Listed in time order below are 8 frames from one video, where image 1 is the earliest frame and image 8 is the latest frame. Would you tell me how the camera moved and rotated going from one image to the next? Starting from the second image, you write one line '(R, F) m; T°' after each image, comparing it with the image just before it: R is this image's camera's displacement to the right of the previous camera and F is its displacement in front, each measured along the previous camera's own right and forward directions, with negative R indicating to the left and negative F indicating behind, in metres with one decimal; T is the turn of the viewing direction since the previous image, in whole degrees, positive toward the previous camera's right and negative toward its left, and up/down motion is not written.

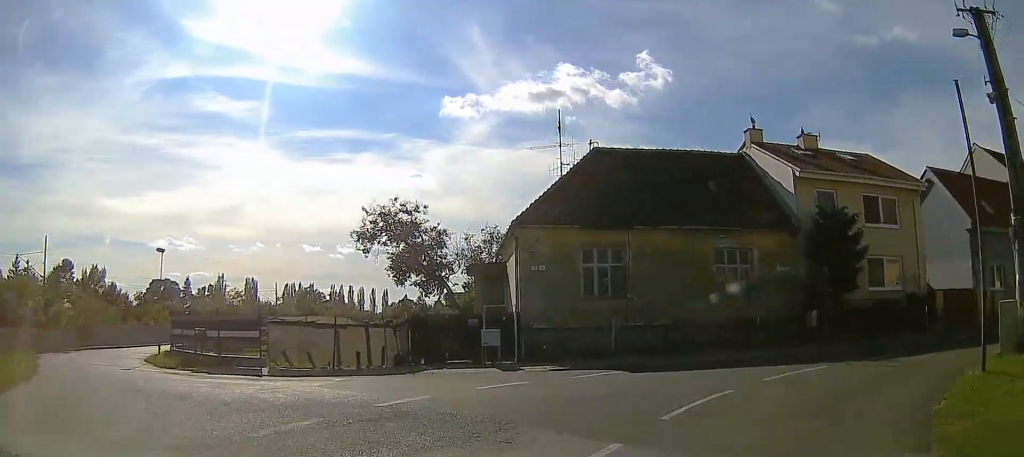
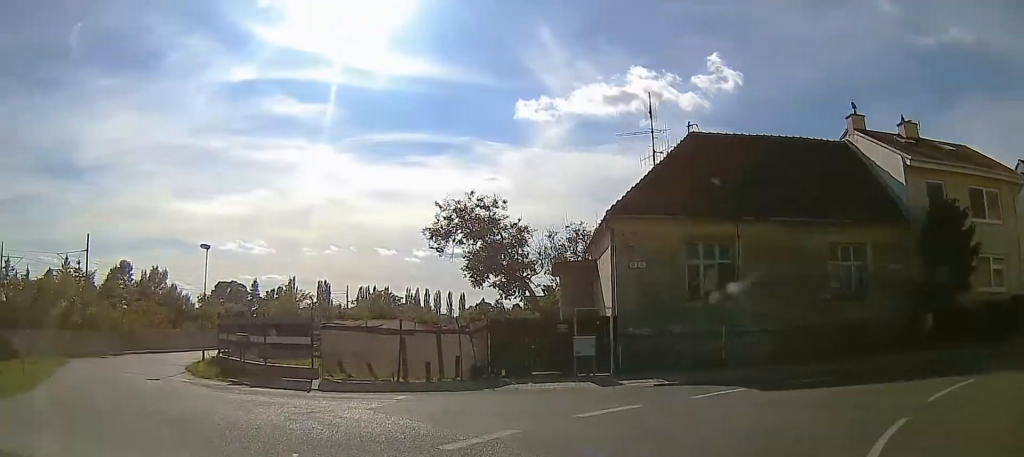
(-0.3, +3.2) m; -2°
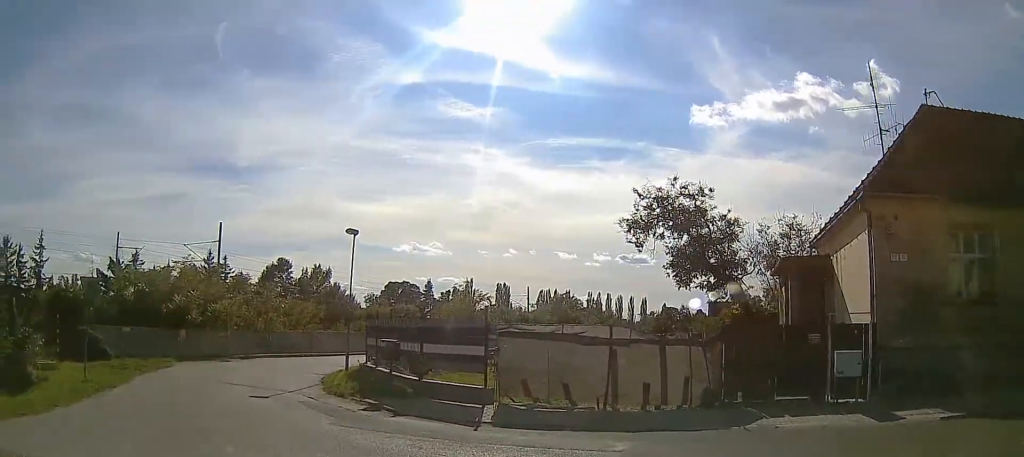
(+0.1, +4.6) m; -15°
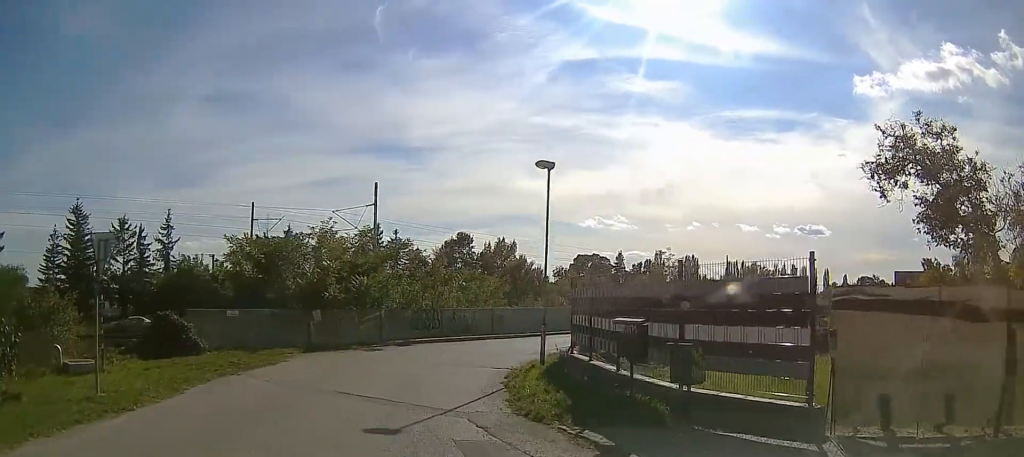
(-1.6, +6.2) m; -20°
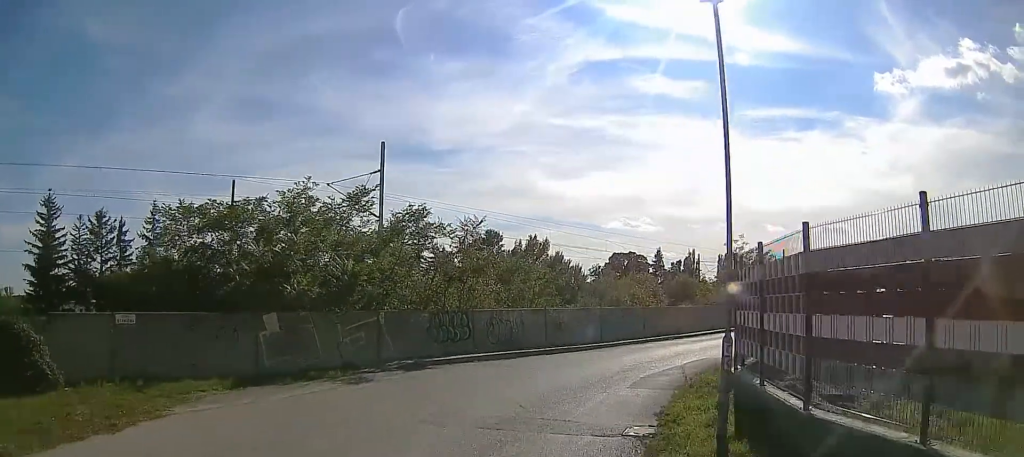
(-0.2, +9.6) m; +3°
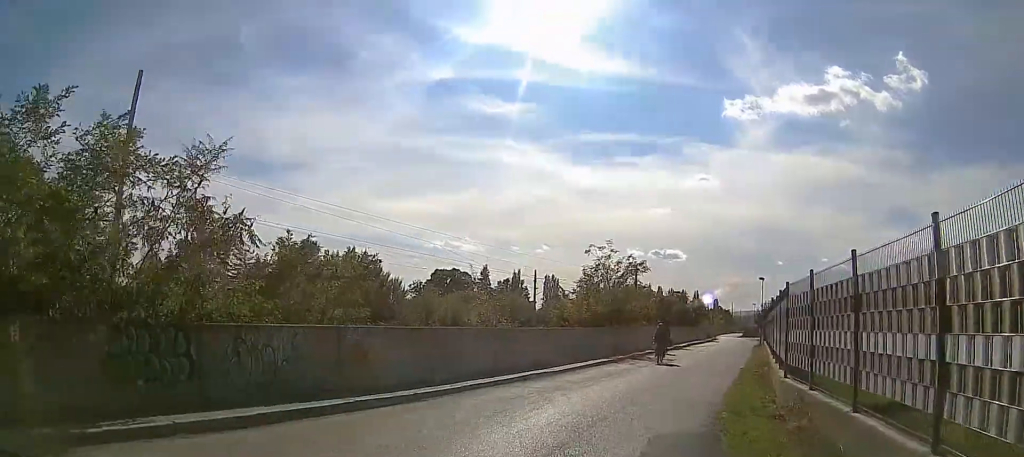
(+0.4, +9.8) m; +10°
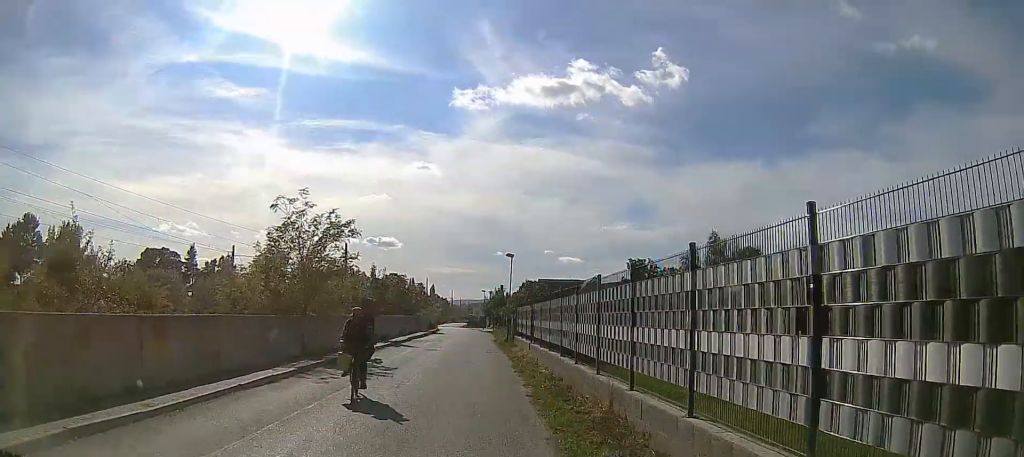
(+2.2, +11.1) m; +19°
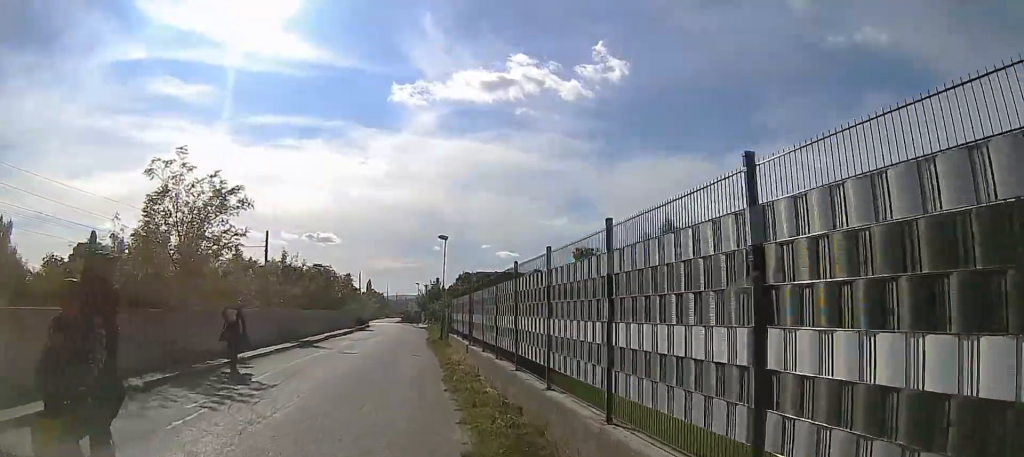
(+0.4, +6.1) m; +6°
